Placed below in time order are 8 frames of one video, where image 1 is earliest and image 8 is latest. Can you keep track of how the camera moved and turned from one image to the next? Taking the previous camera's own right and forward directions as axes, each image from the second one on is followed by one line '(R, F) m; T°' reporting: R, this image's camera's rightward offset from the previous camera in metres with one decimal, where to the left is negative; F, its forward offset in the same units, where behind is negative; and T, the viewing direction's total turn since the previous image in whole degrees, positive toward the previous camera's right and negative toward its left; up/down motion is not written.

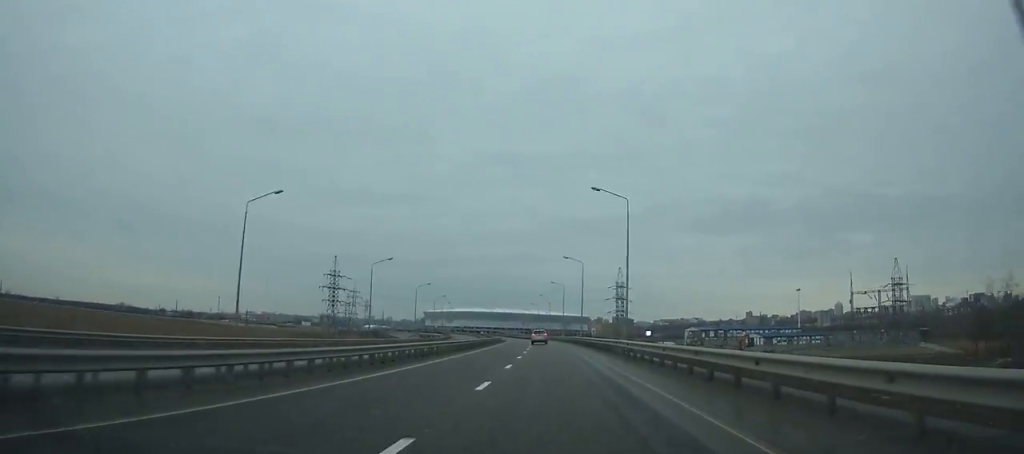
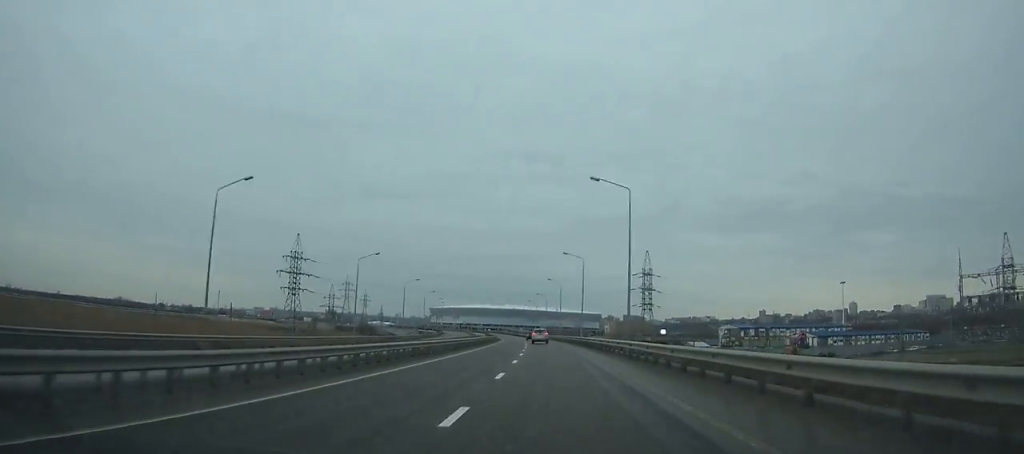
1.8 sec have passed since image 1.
(-0.4, +37.1) m; -2°
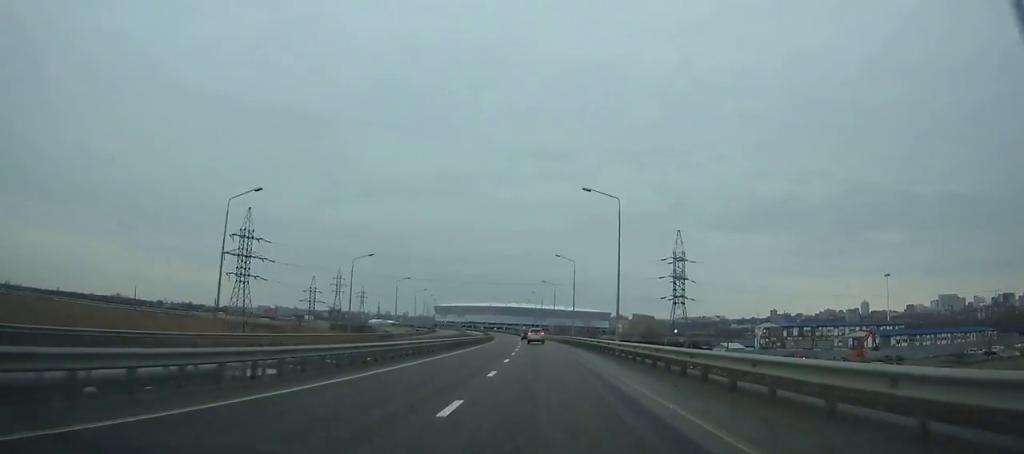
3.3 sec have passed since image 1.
(-0.5, +31.2) m; -1°
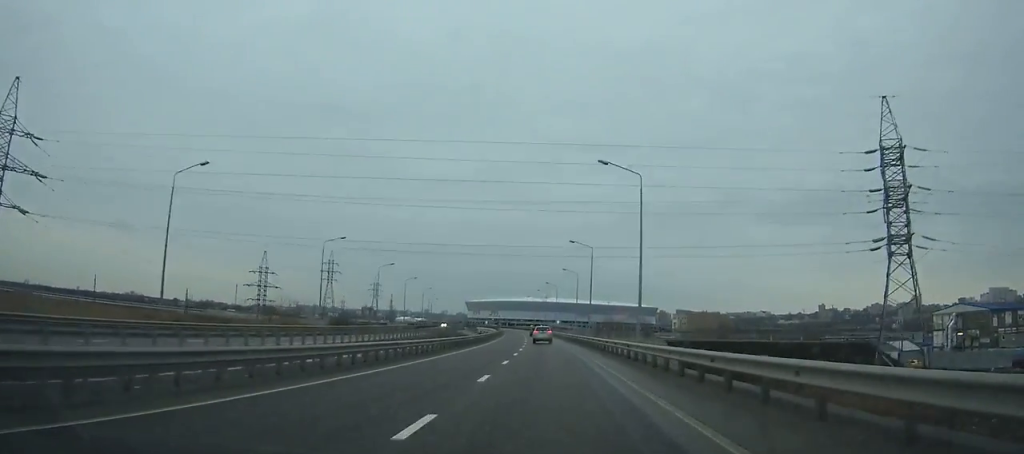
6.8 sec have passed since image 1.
(-2.0, +72.7) m; -3°
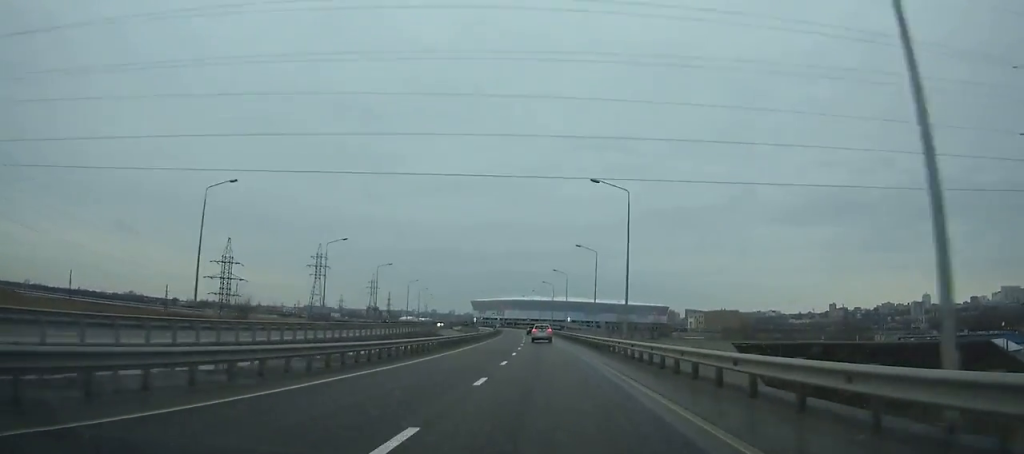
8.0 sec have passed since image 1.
(-0.1, +24.9) m; -1°
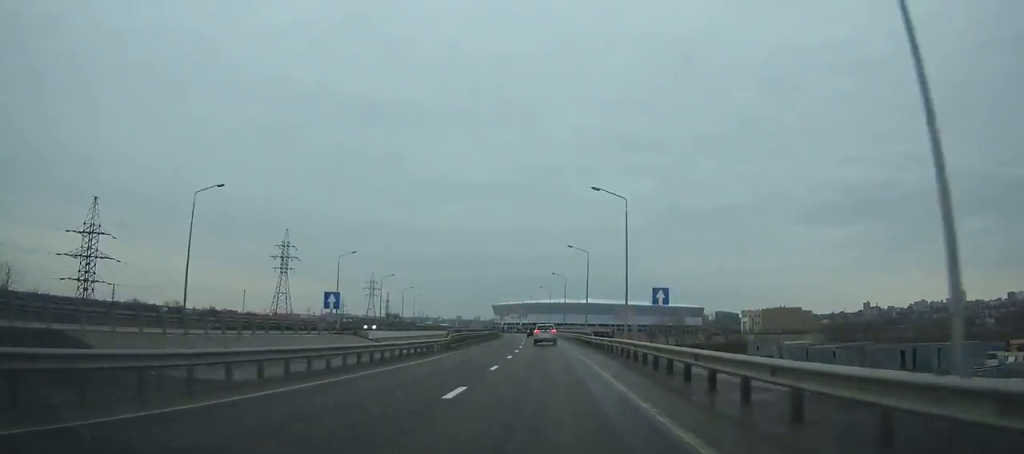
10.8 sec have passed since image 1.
(-0.7, +57.6) m; -2°
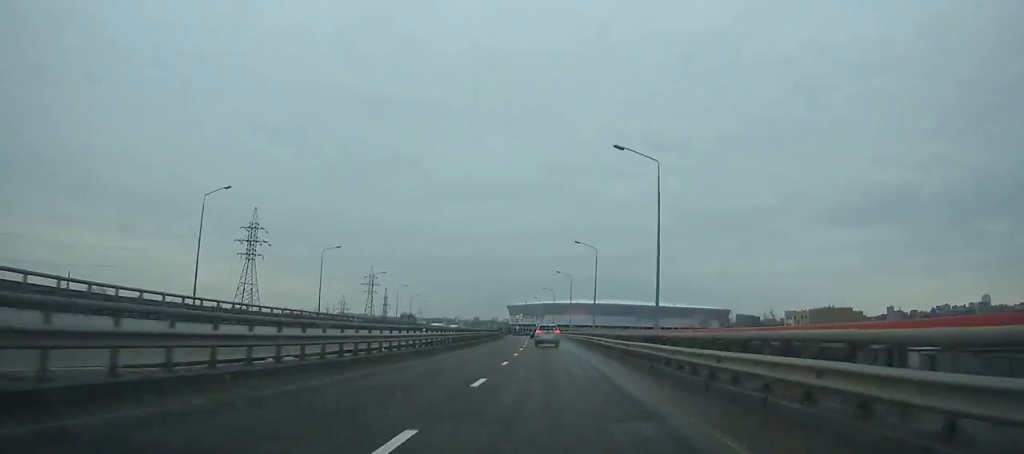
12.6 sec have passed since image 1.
(-0.8, +36.1) m; -2°
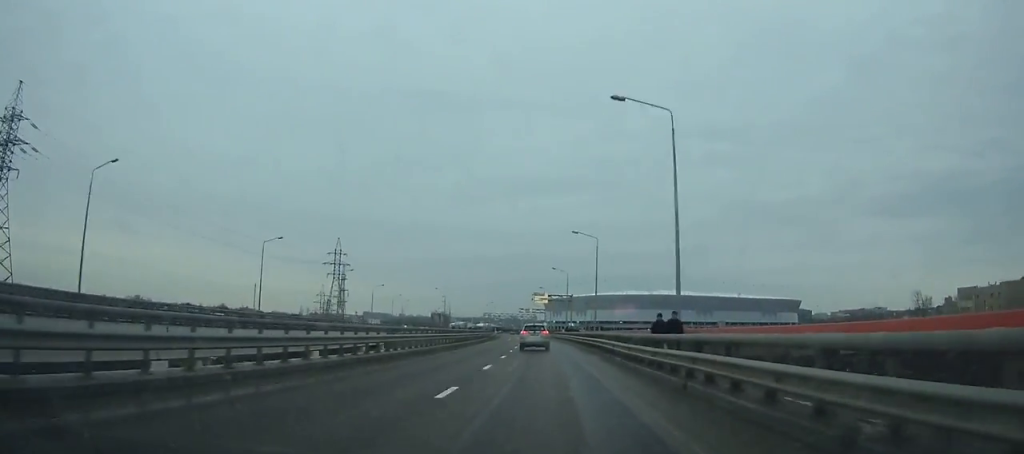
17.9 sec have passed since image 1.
(-4.6, +102.0) m; -5°
